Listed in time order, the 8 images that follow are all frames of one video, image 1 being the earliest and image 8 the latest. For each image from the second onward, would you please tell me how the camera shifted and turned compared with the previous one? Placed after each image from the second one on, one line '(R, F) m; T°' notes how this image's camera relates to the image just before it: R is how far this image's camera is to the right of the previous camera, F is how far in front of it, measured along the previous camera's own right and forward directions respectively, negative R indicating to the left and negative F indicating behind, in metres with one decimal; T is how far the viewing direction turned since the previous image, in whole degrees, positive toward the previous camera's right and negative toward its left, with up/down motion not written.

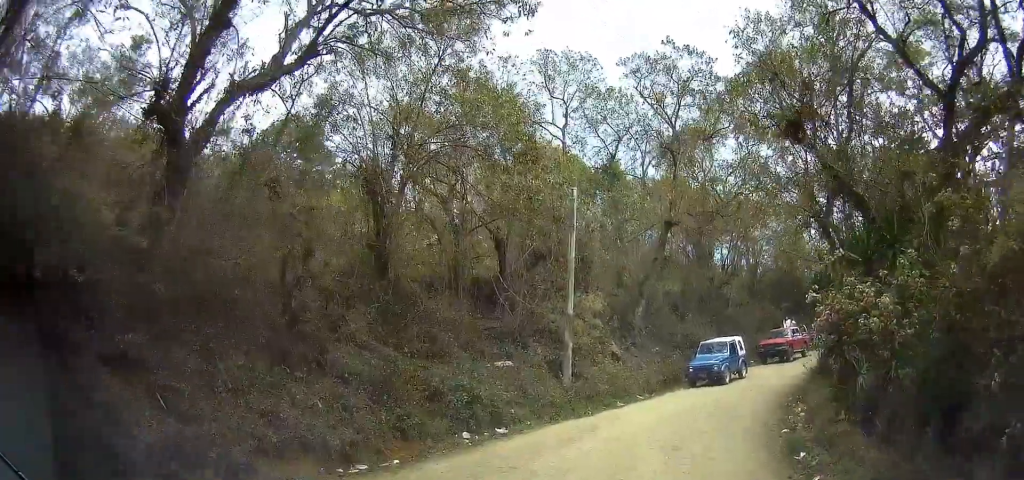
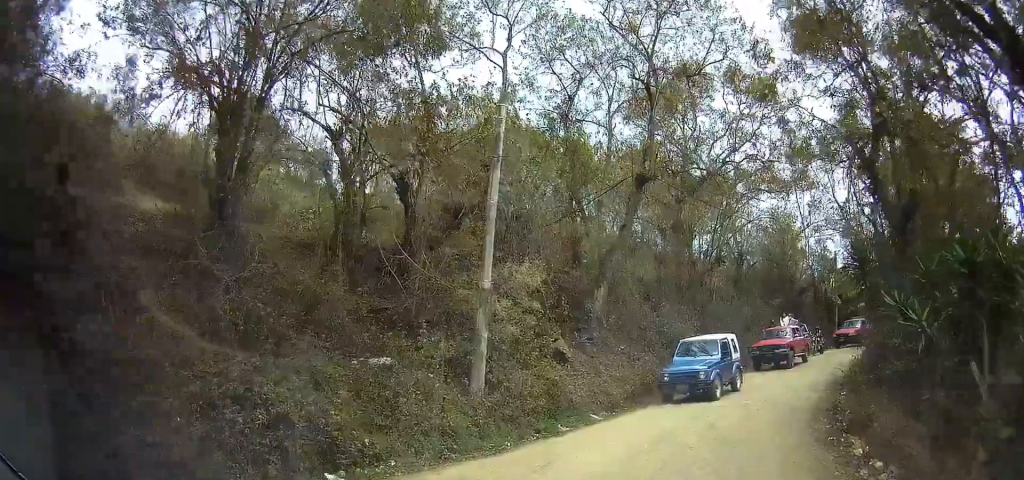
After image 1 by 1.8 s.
(+0.8, +6.0) m; +13°
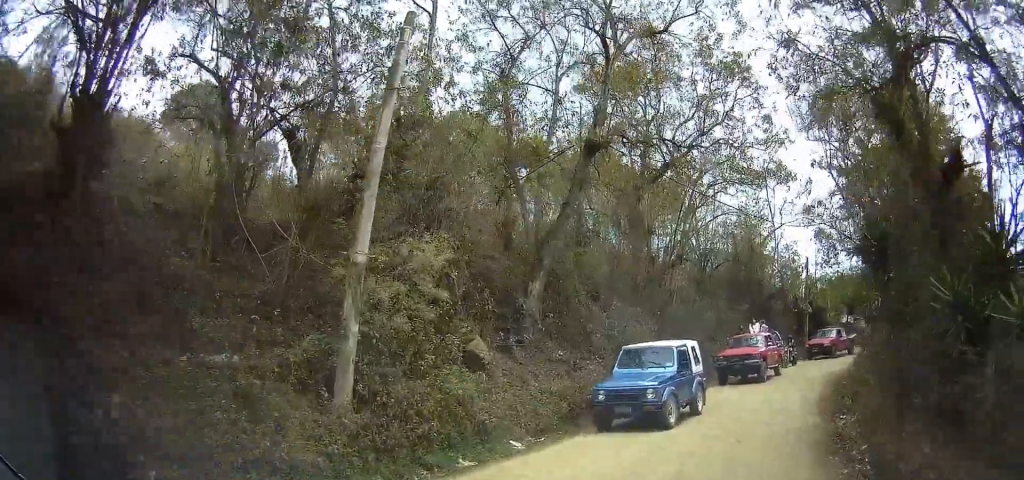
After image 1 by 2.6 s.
(+0.1, +3.4) m; +1°
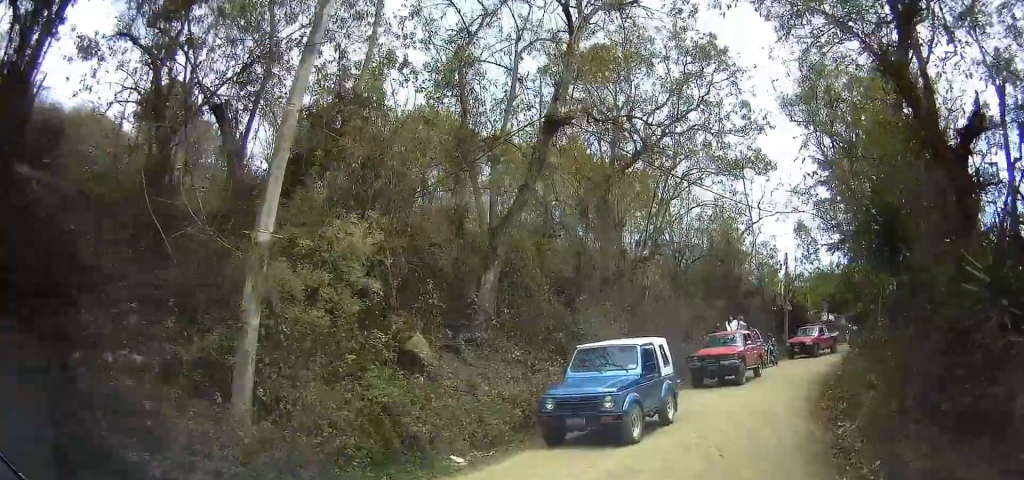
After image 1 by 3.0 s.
(0.0, +1.6) m; +1°
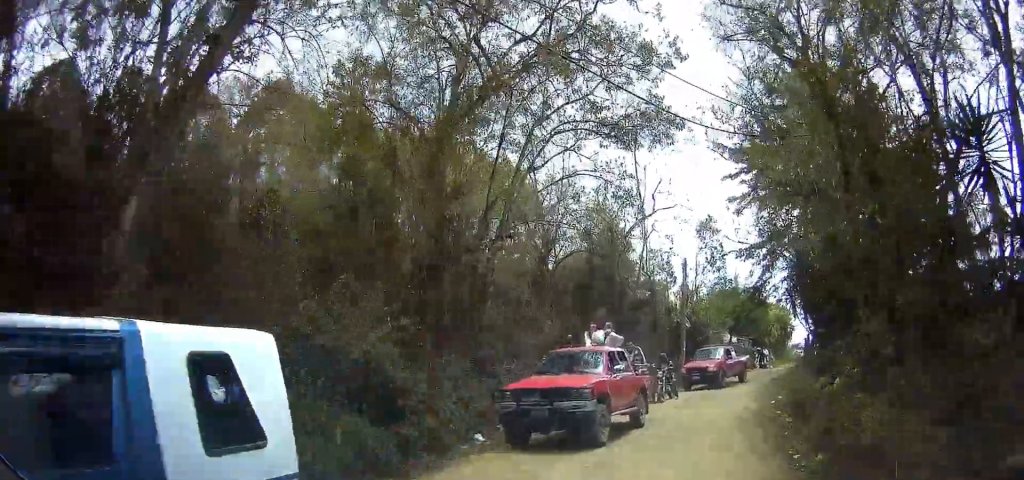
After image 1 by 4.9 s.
(+1.5, +7.3) m; +33°
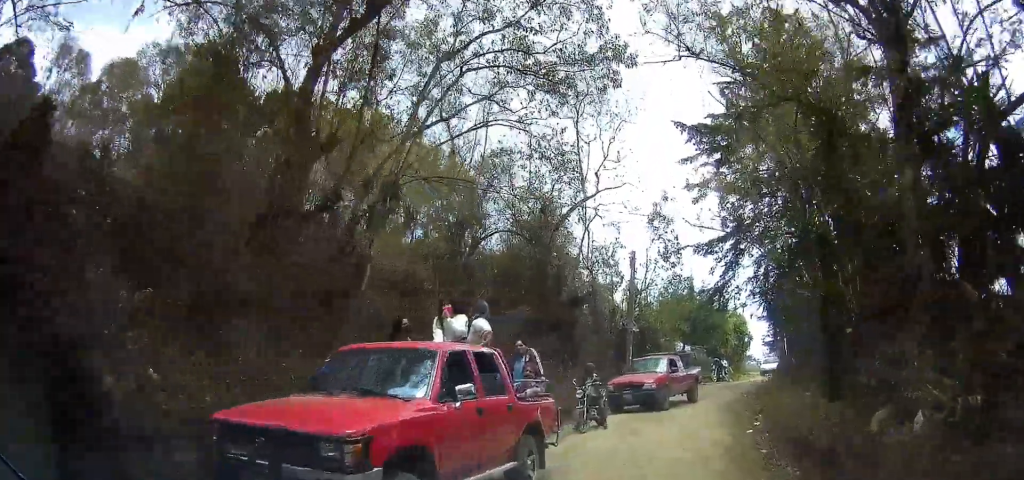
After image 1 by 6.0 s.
(+0.9, +5.1) m; +3°
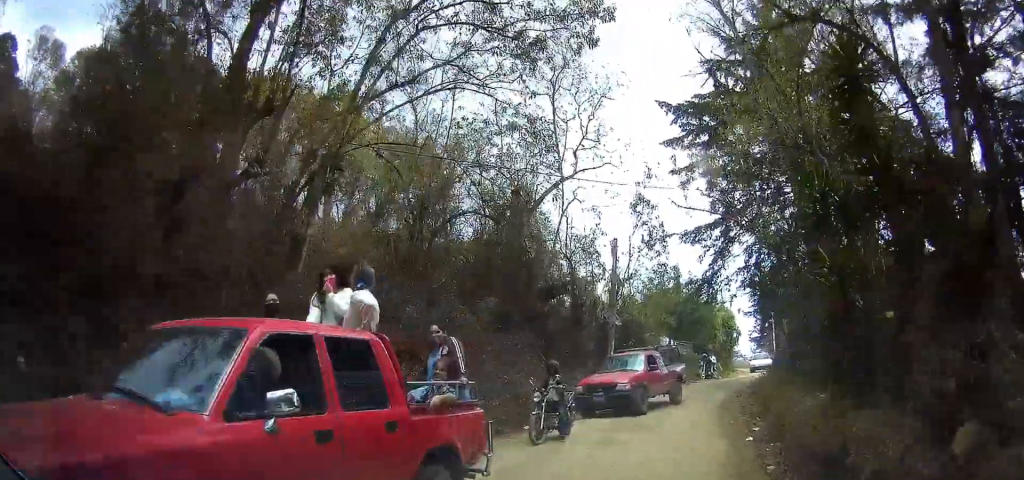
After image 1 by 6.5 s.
(-0.4, +2.1) m; 0°
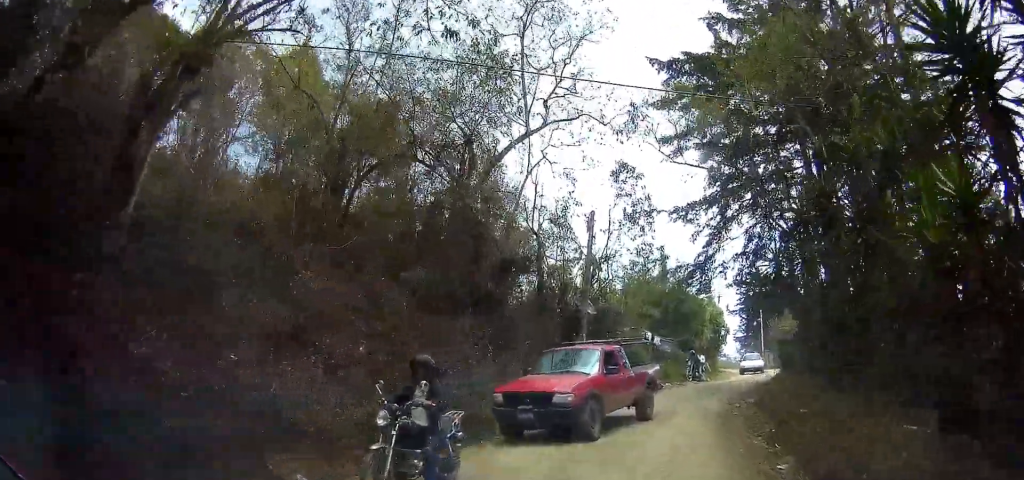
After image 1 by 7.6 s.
(+0.1, +4.5) m; +7°
